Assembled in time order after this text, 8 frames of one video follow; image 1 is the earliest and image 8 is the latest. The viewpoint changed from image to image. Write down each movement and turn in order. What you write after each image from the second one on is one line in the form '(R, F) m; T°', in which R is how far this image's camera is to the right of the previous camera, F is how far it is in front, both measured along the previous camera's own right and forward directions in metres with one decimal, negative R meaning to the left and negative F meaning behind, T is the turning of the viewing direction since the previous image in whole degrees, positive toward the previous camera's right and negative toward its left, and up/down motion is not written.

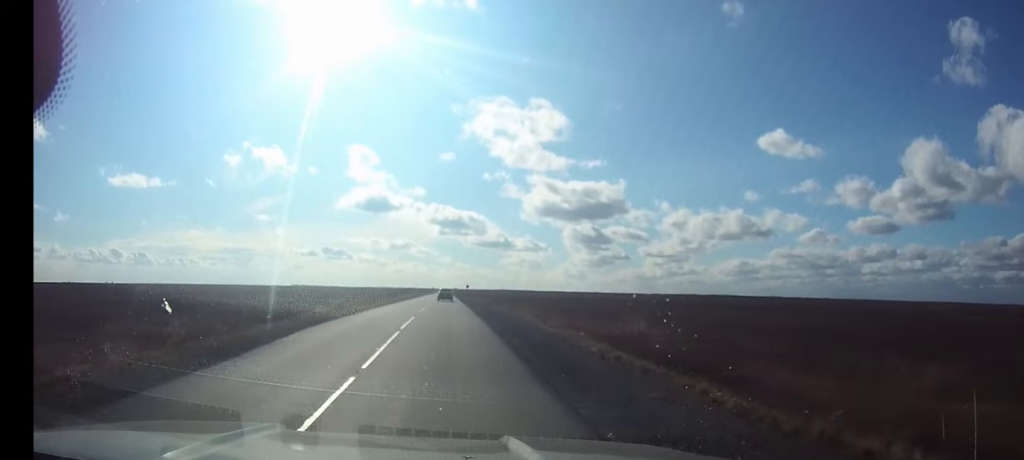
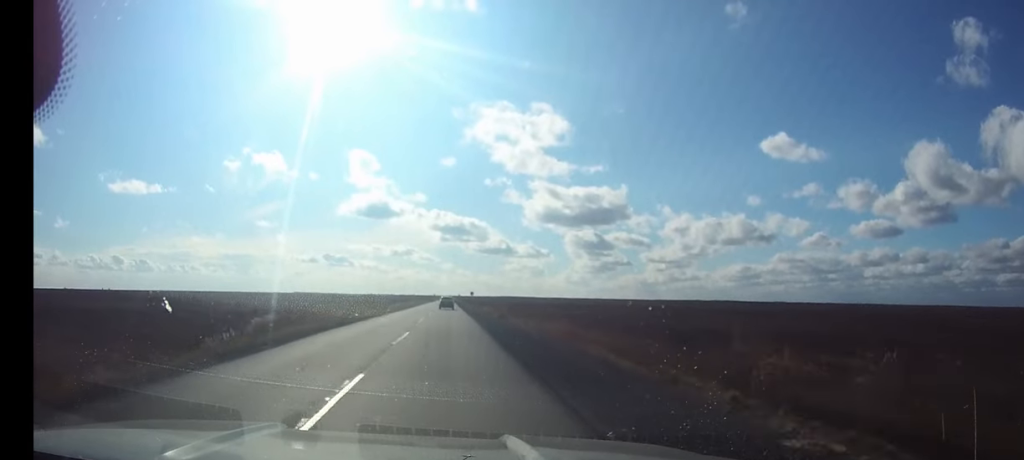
(0.0, +15.9) m; 0°
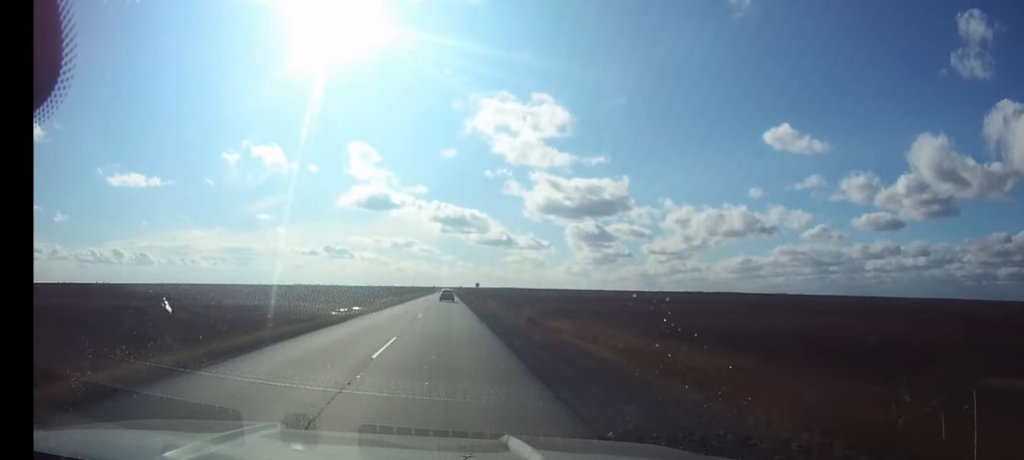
(0.0, +19.4) m; 0°
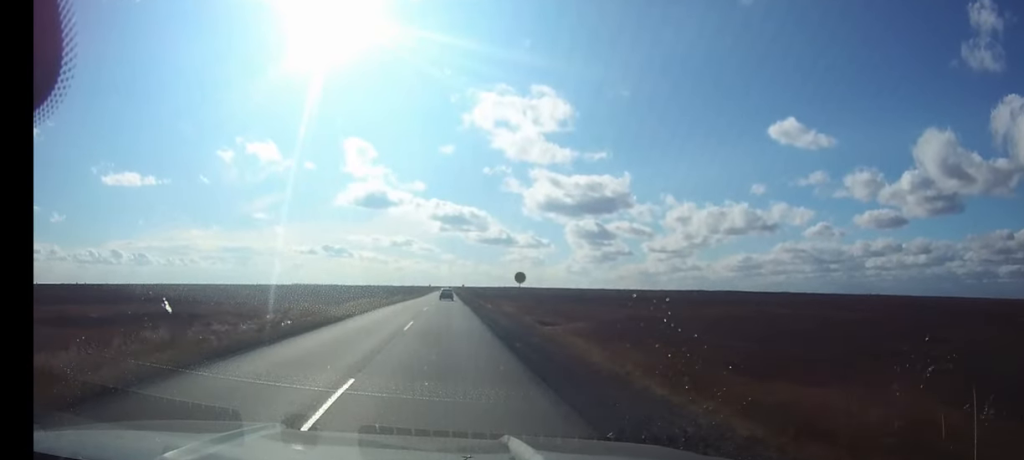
(0.0, +54.1) m; 0°
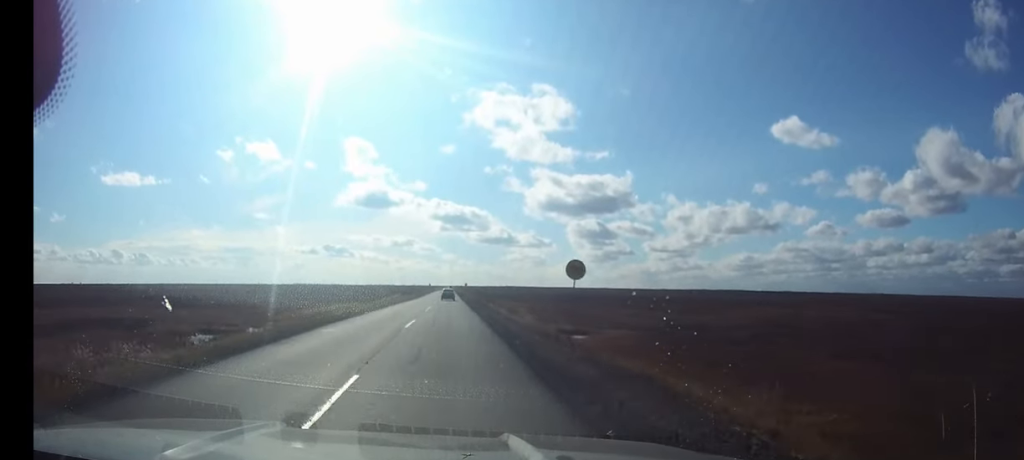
(0.0, +15.4) m; 0°
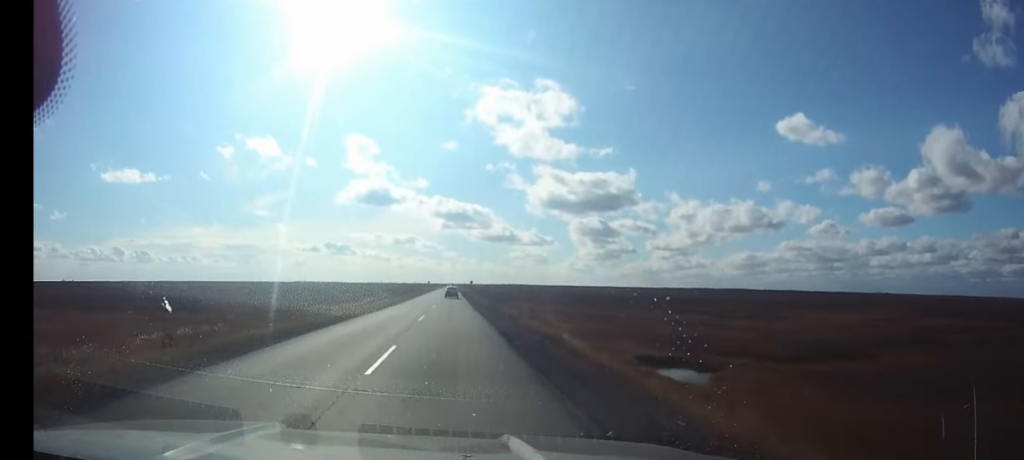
(0.0, +27.6) m; 0°
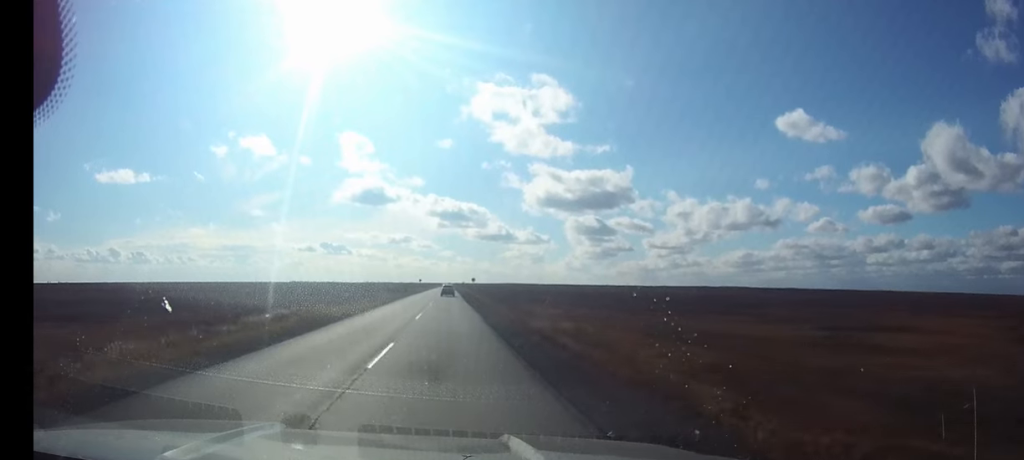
(0.0, +29.9) m; 0°
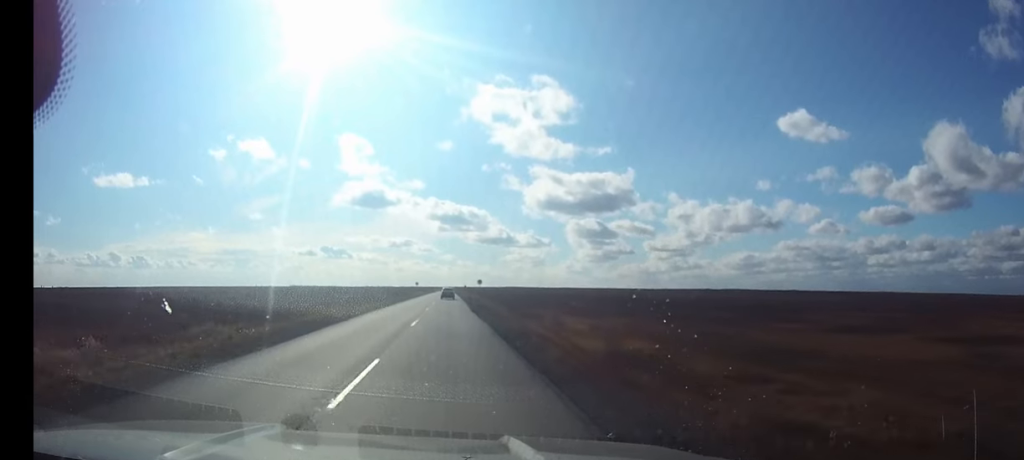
(0.0, +17.7) m; 0°
